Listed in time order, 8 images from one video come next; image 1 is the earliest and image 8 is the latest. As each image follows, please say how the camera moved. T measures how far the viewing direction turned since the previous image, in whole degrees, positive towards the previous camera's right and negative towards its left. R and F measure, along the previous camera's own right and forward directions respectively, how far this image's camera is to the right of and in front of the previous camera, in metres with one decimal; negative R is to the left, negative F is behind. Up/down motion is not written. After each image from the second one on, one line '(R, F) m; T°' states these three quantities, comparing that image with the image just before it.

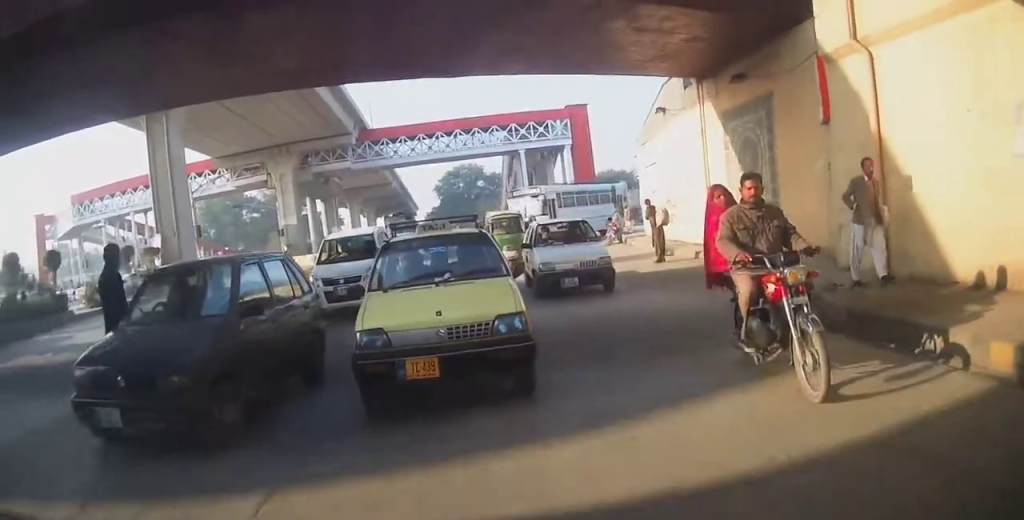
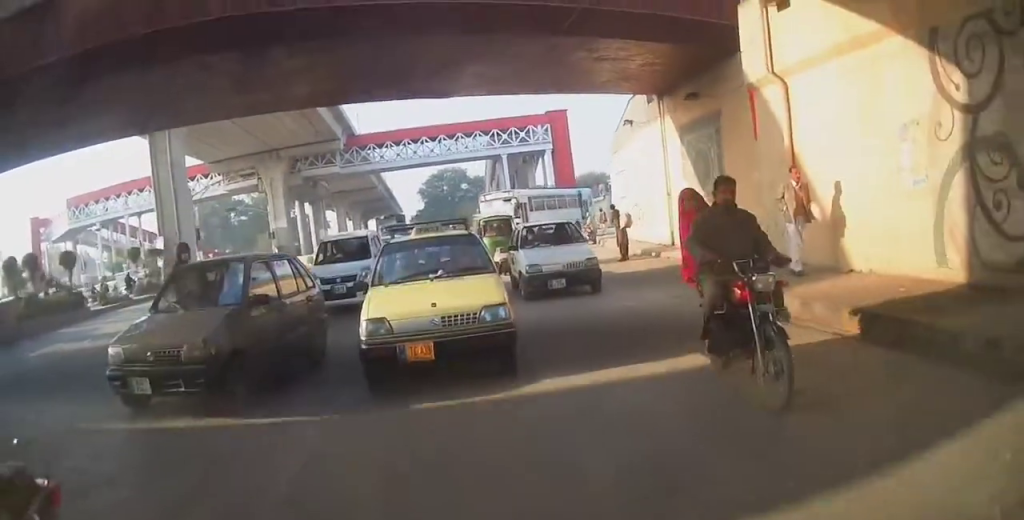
(-0.6, +2.2) m; +6°
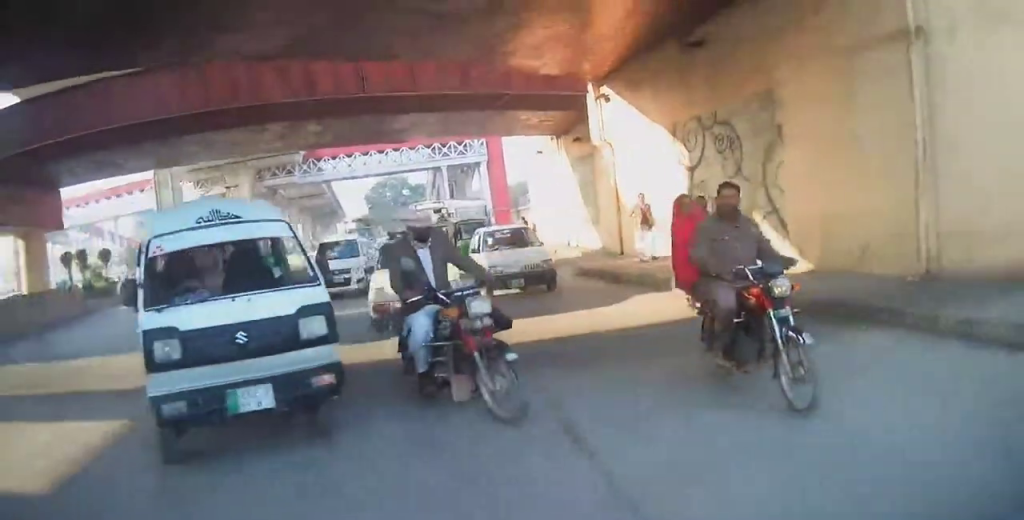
(+1.9, +7.6) m; +11°
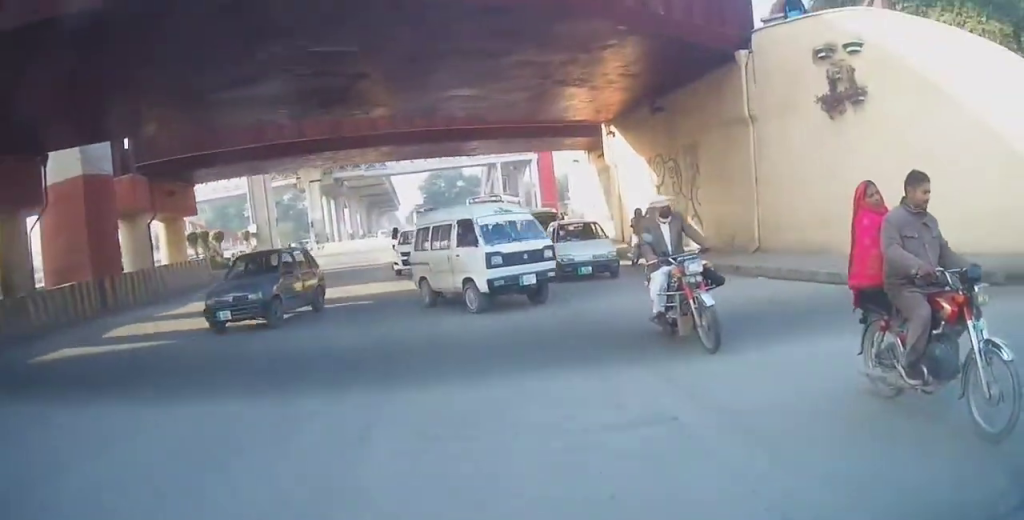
(-1.1, +8.8) m; -6°
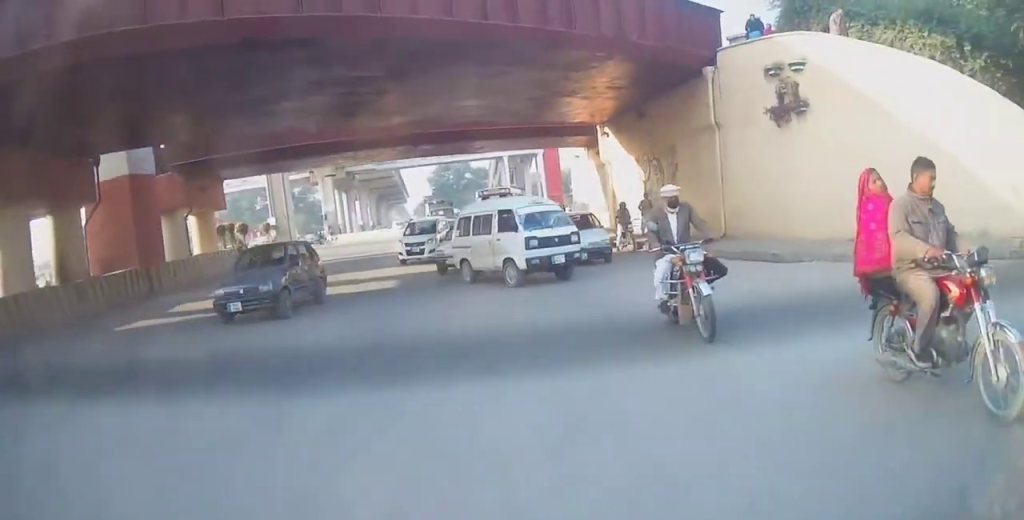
(+0.1, +3.4) m; +1°
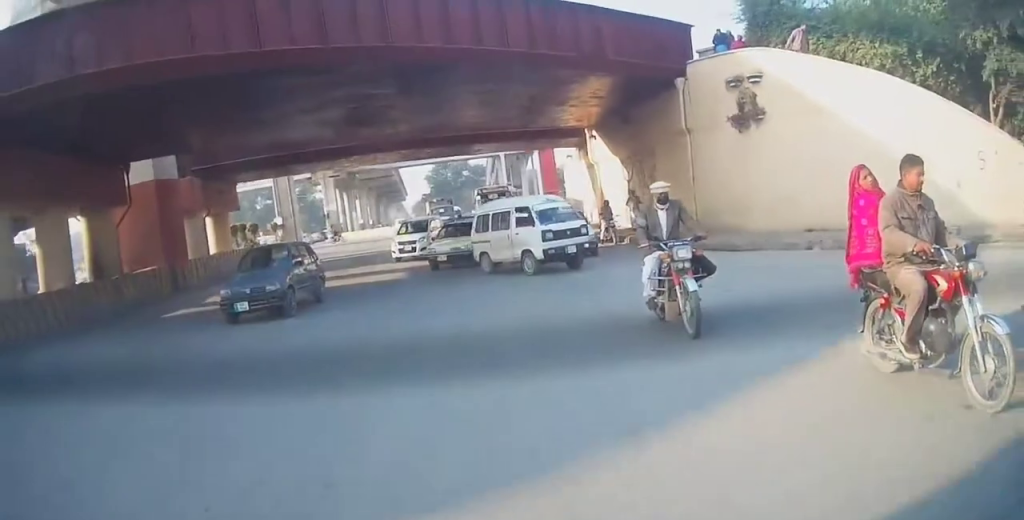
(0.0, +2.5) m; +1°
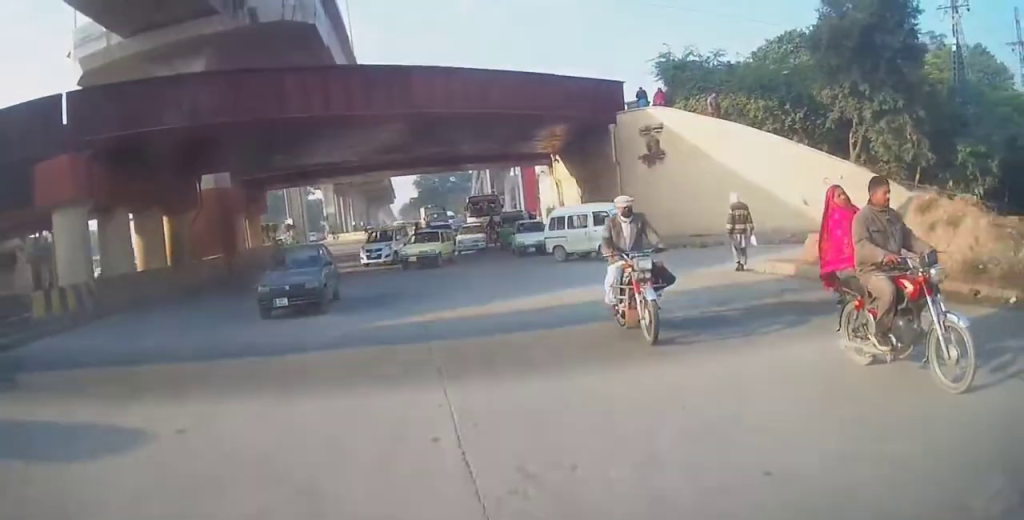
(-0.1, +8.8) m; -3°
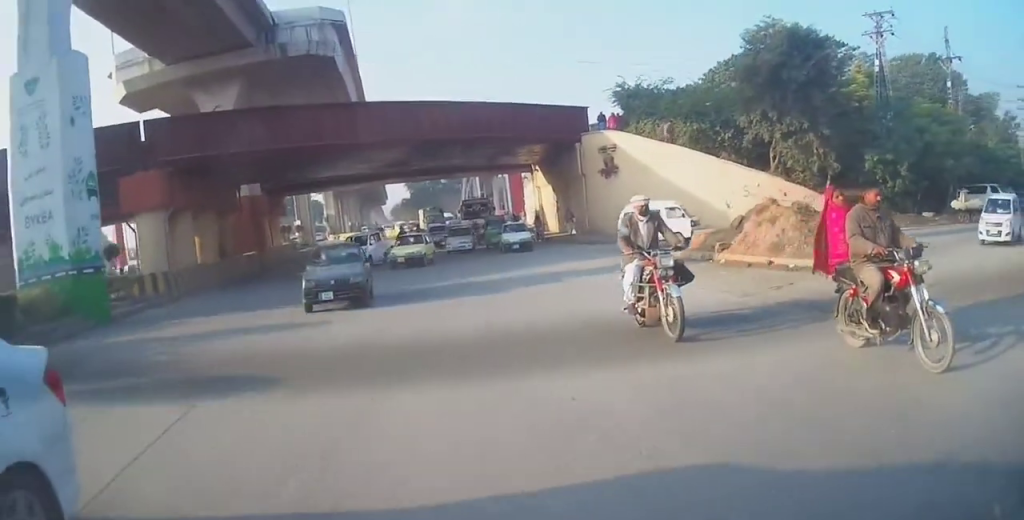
(-0.3, +7.3) m; 0°
